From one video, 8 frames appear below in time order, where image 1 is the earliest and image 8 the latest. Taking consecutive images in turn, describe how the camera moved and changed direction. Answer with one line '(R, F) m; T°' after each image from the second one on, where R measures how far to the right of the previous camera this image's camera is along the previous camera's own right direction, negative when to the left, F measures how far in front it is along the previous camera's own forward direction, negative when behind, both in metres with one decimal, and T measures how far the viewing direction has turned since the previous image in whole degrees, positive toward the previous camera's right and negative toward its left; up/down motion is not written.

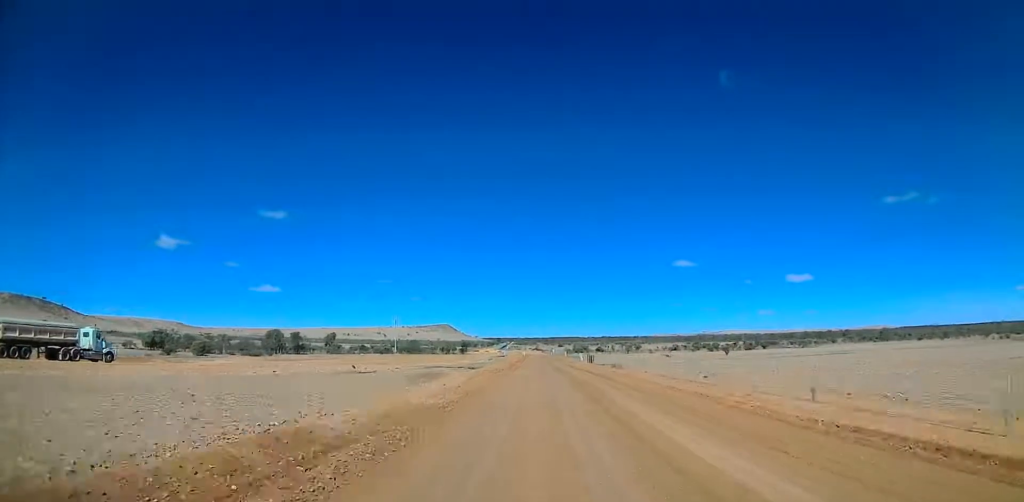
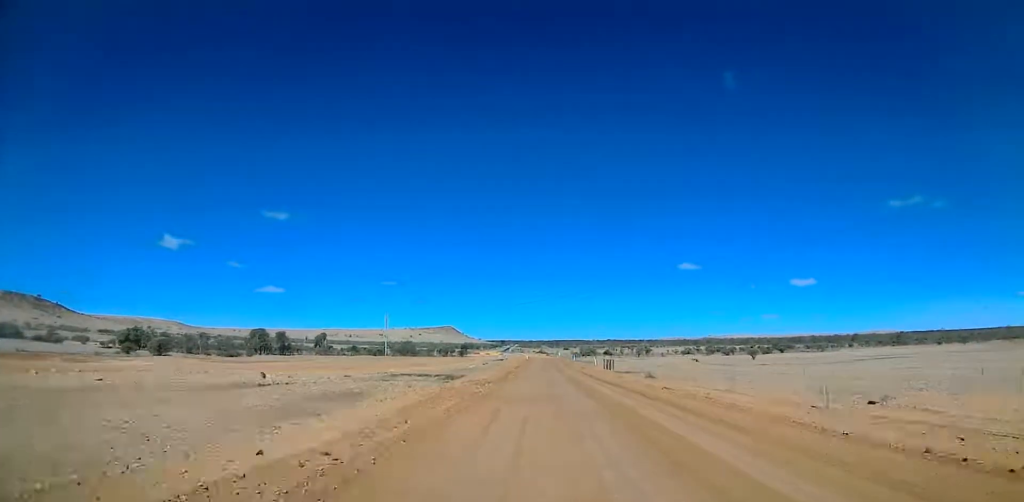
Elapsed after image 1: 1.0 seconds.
(0.0, +19.0) m; 0°
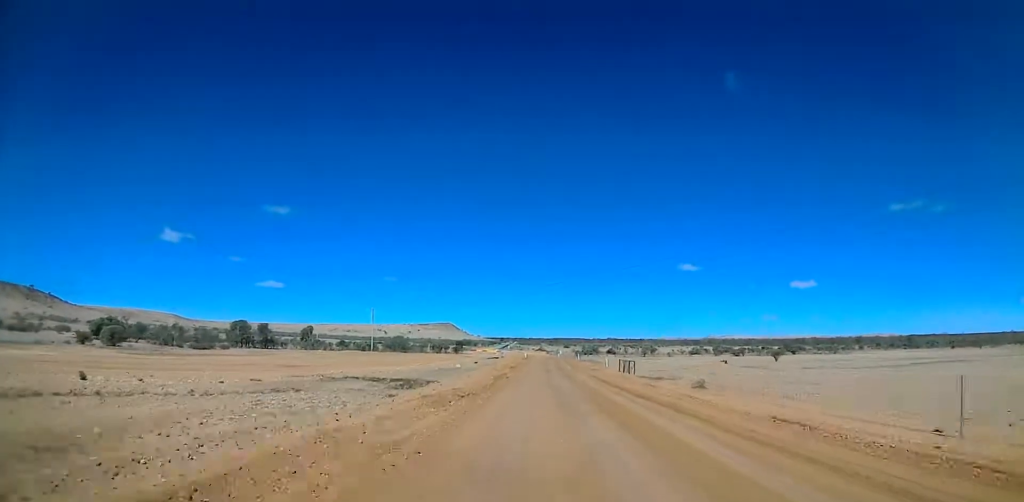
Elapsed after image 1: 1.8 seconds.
(0.0, +15.6) m; -3°
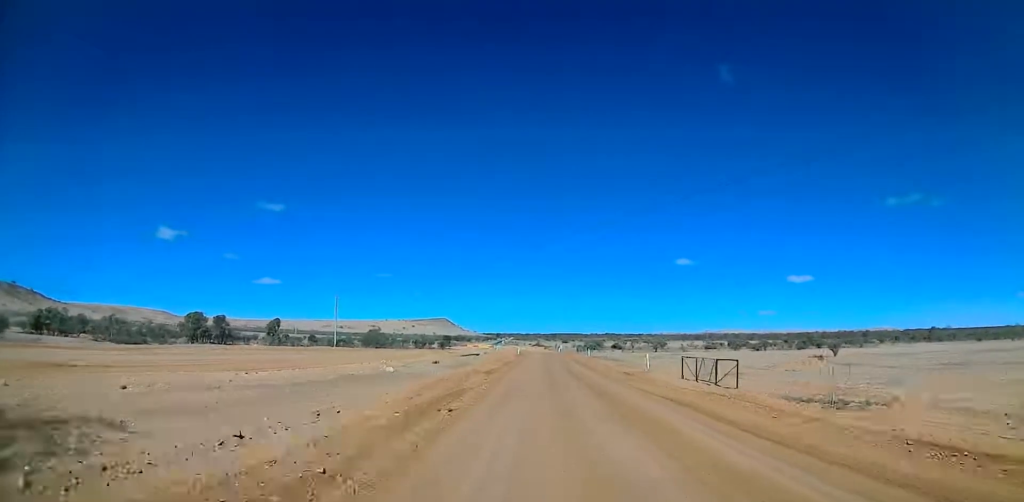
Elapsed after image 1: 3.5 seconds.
(-1.3, +30.4) m; 0°
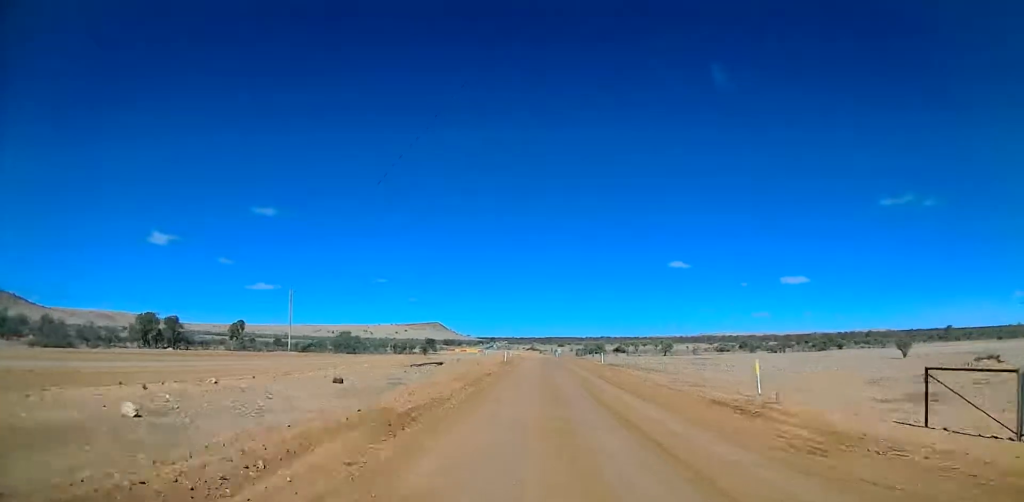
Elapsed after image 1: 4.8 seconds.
(+1.3, +24.8) m; +3°
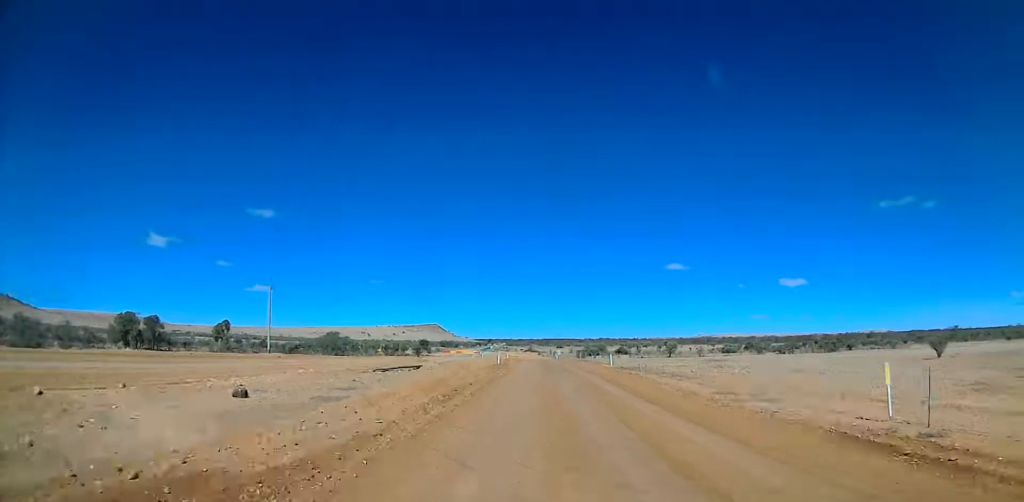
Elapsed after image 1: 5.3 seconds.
(0.0, +9.3) m; 0°
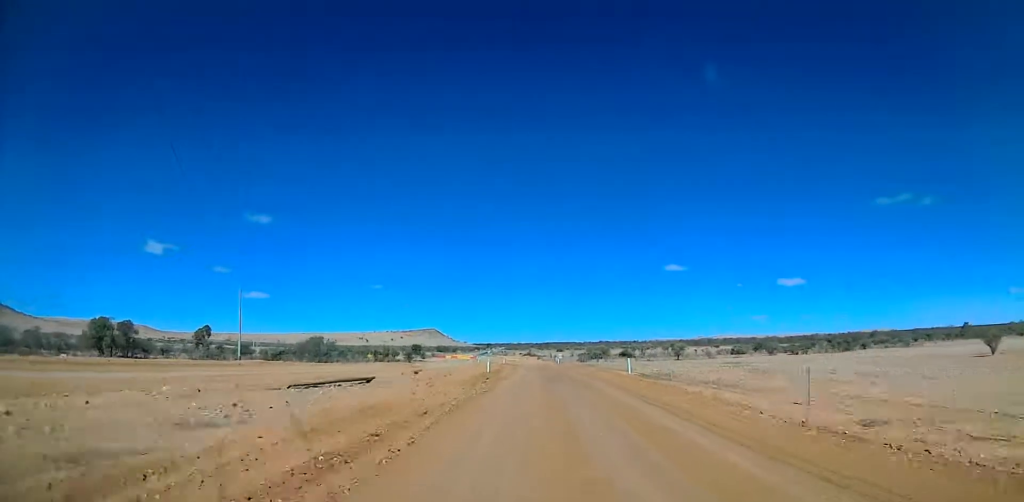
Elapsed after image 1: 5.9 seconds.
(0.0, +11.1) m; 0°
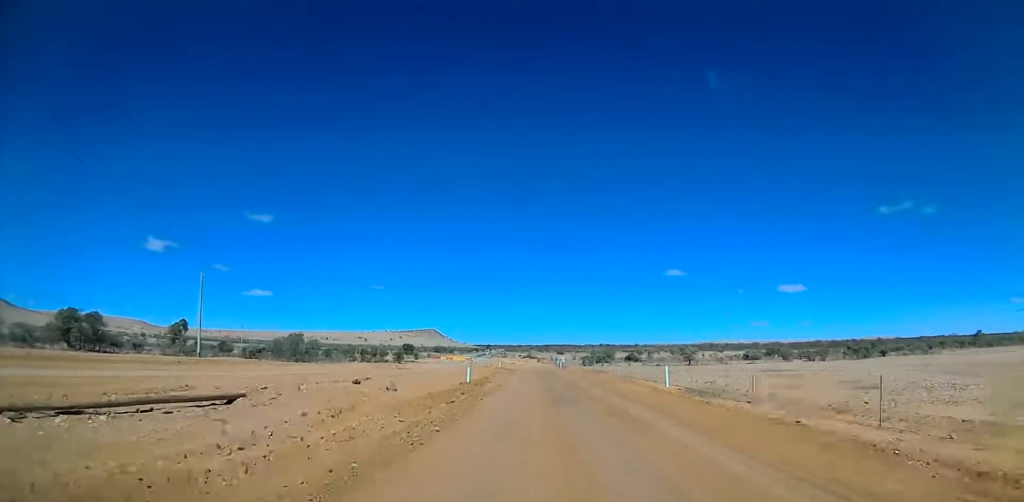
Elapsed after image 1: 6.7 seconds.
(0.0, +13.6) m; 0°
